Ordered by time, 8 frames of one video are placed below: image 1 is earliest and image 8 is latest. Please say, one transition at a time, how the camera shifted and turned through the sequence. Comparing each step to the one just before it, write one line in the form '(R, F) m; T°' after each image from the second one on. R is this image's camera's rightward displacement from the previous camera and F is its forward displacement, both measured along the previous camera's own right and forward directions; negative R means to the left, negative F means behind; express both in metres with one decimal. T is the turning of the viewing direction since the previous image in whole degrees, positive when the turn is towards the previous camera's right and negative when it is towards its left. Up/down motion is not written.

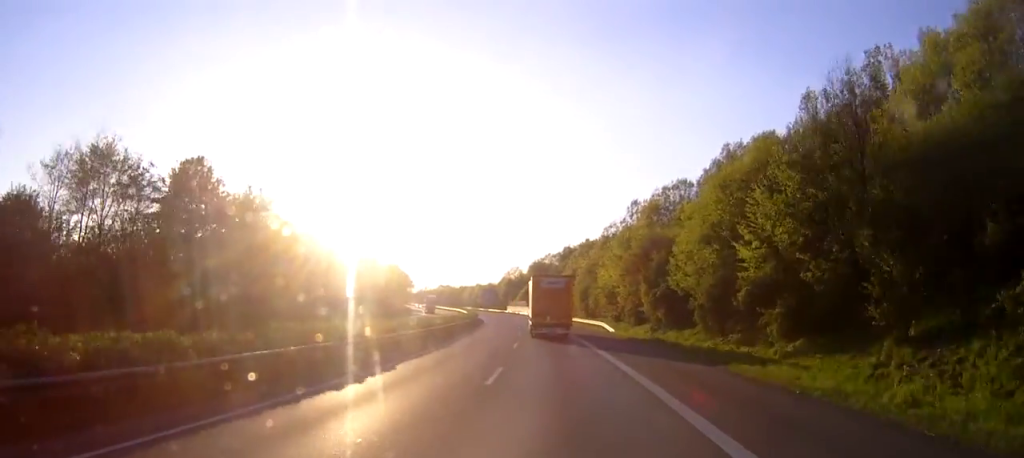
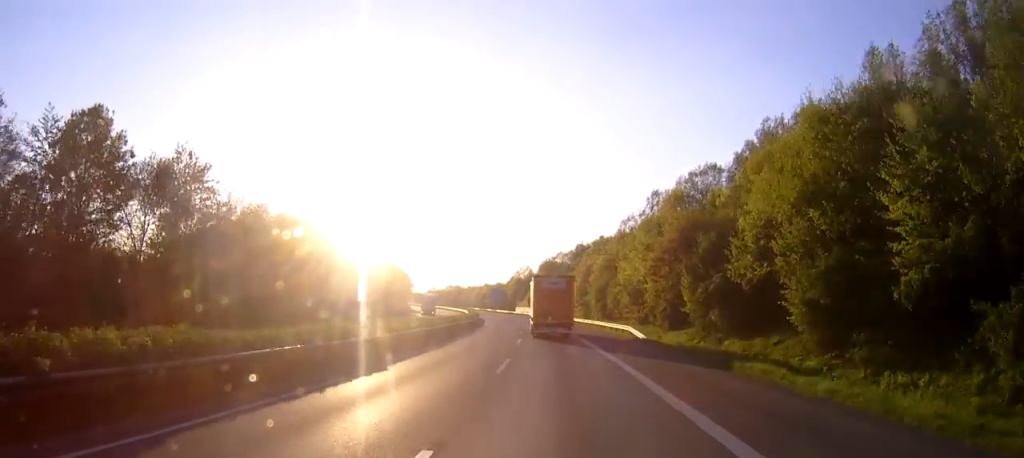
(-0.2, +14.9) m; -1°
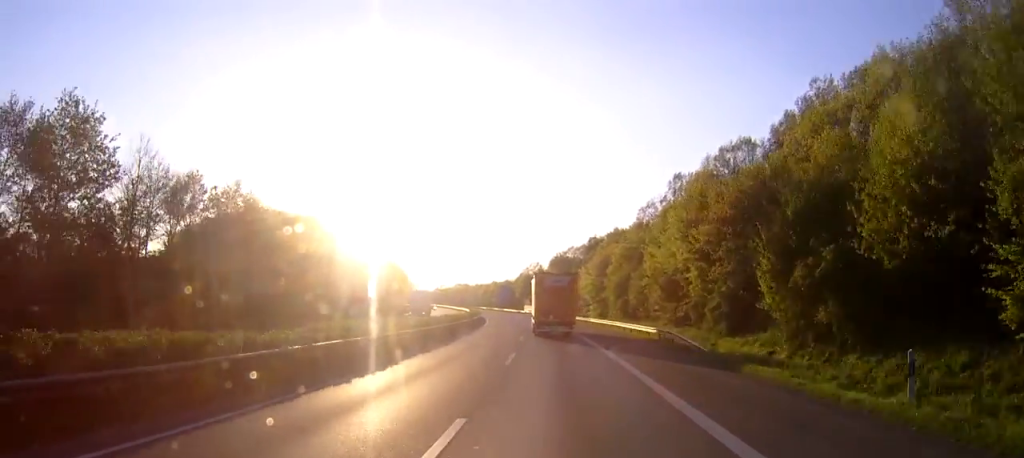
(-0.1, +14.9) m; -1°
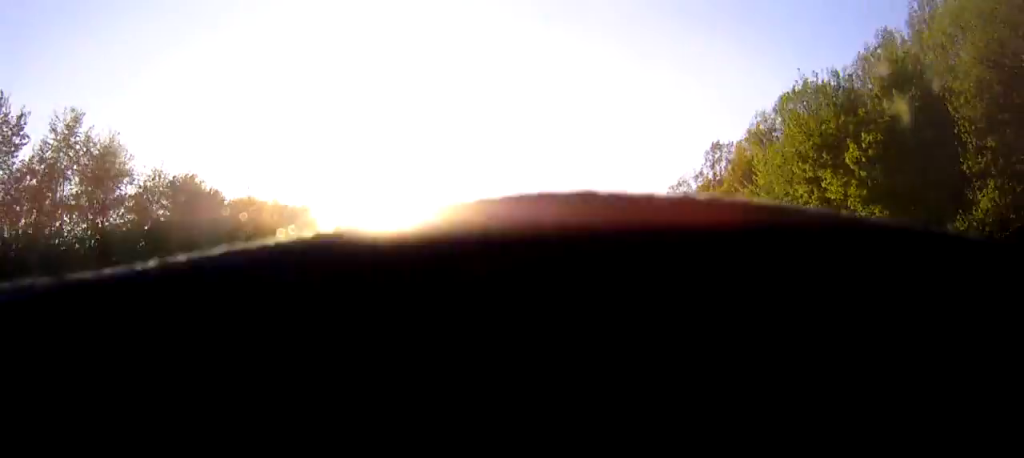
(-0.3, +23.2) m; -1°
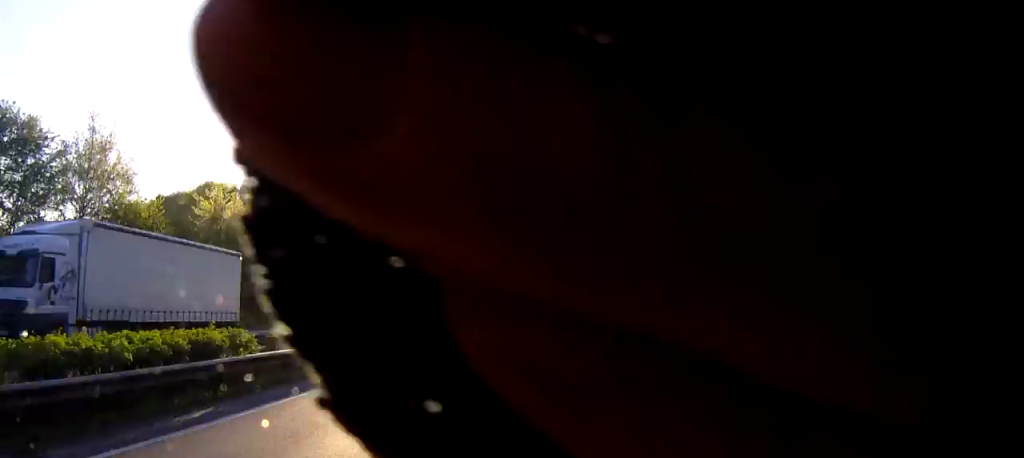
(-0.3, +24.0) m; -1°
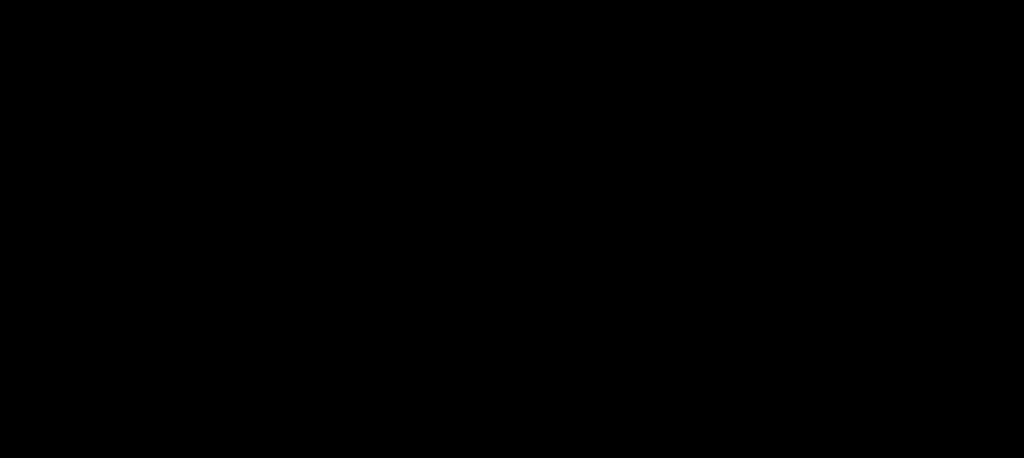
(-0.3, +35.6) m; -2°
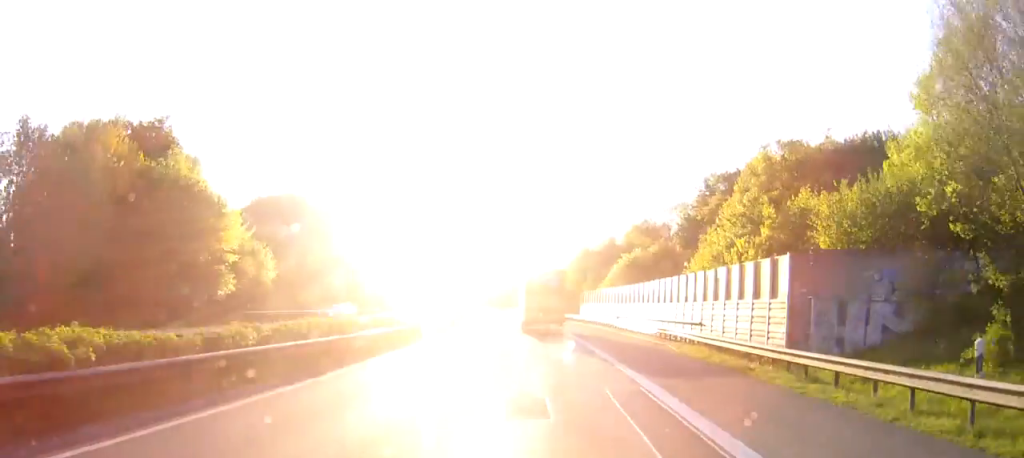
(-0.1, +15.7) m; -1°
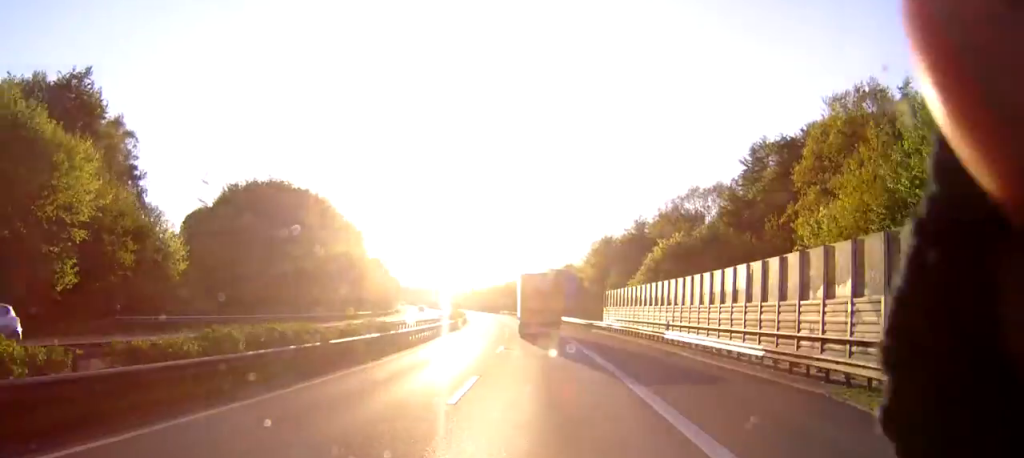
(-0.1, +19.9) m; -2°
